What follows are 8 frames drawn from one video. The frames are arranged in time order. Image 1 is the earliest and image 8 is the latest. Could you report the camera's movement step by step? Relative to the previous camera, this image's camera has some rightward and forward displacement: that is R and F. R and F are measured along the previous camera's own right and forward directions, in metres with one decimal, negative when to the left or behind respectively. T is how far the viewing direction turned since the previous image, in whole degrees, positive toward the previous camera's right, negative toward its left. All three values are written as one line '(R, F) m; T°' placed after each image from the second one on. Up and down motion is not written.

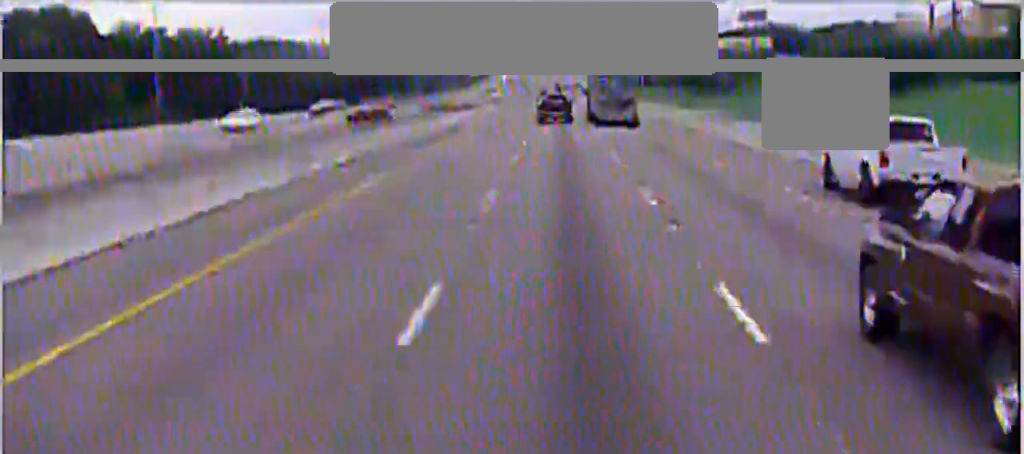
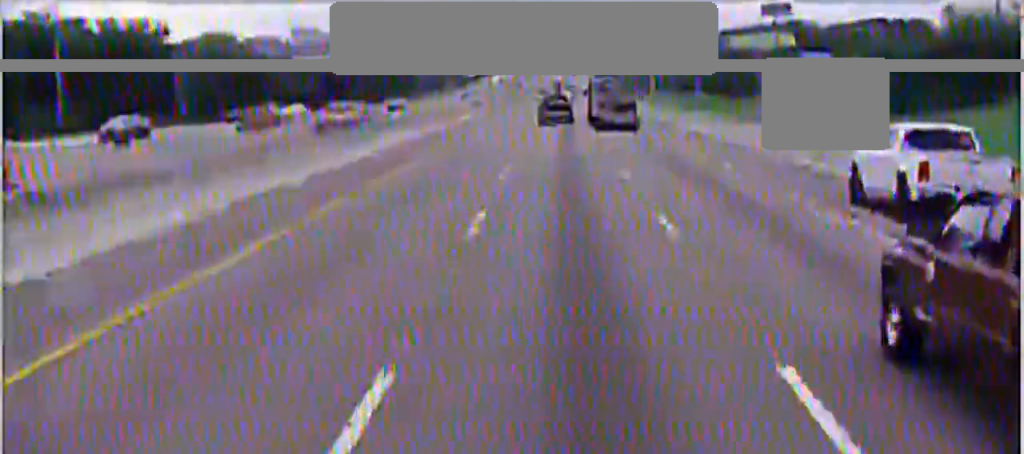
(0.0, +26.5) m; 0°
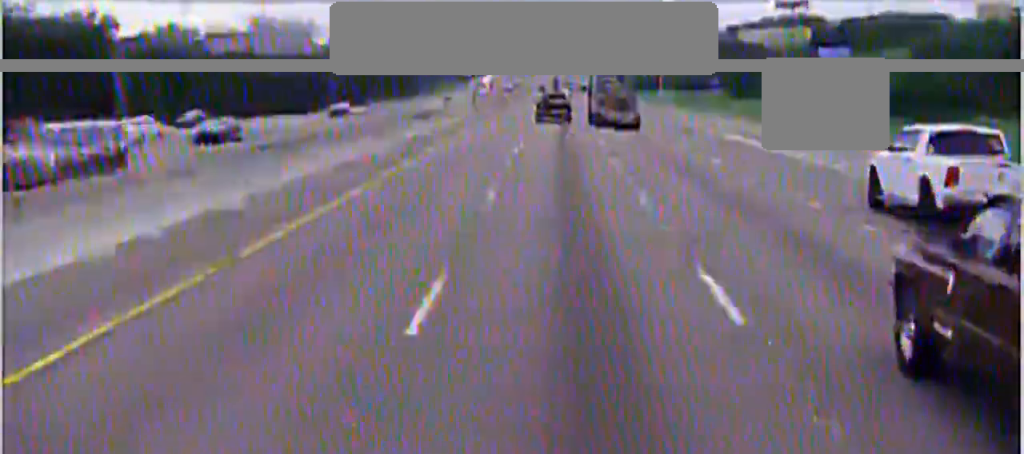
(-0.1, +17.2) m; 0°
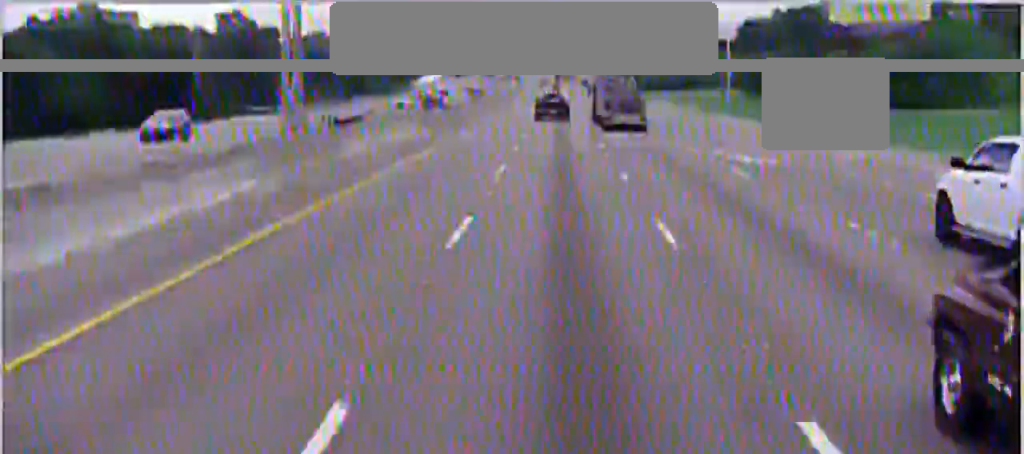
(+0.1, +72.1) m; 0°
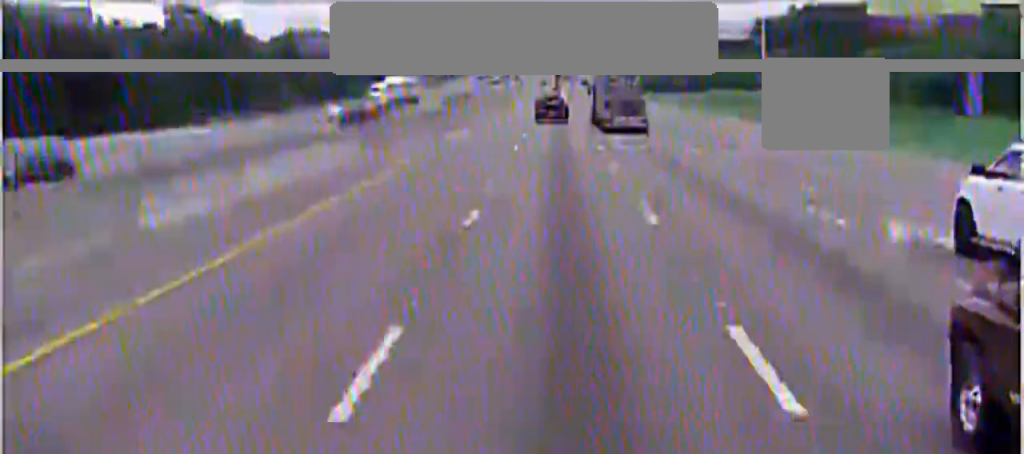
(0.0, +21.5) m; 0°
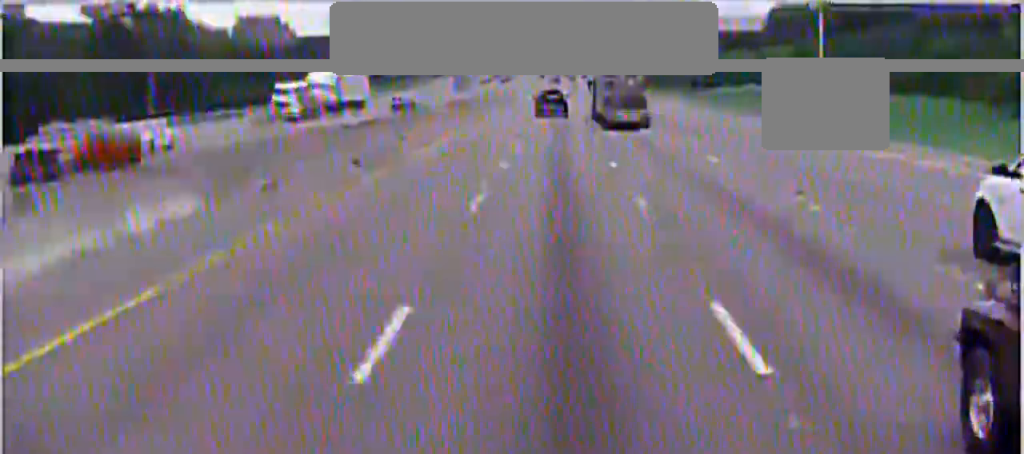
(0.0, +26.4) m; -1°
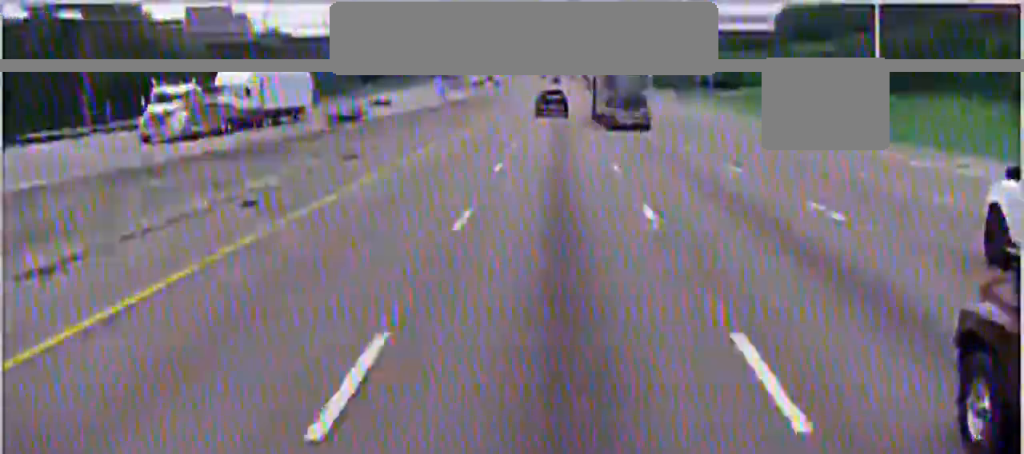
(0.0, +15.9) m; 0°
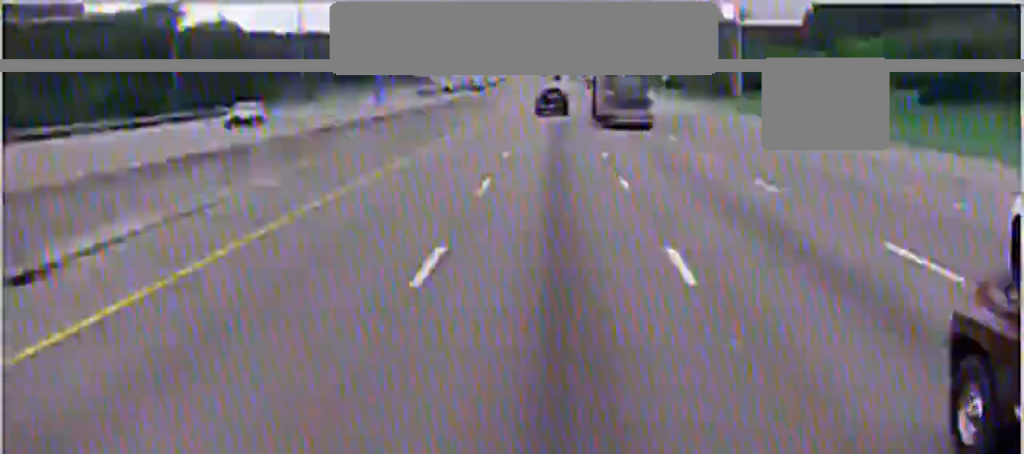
(-0.4, +32.6) m; +1°
